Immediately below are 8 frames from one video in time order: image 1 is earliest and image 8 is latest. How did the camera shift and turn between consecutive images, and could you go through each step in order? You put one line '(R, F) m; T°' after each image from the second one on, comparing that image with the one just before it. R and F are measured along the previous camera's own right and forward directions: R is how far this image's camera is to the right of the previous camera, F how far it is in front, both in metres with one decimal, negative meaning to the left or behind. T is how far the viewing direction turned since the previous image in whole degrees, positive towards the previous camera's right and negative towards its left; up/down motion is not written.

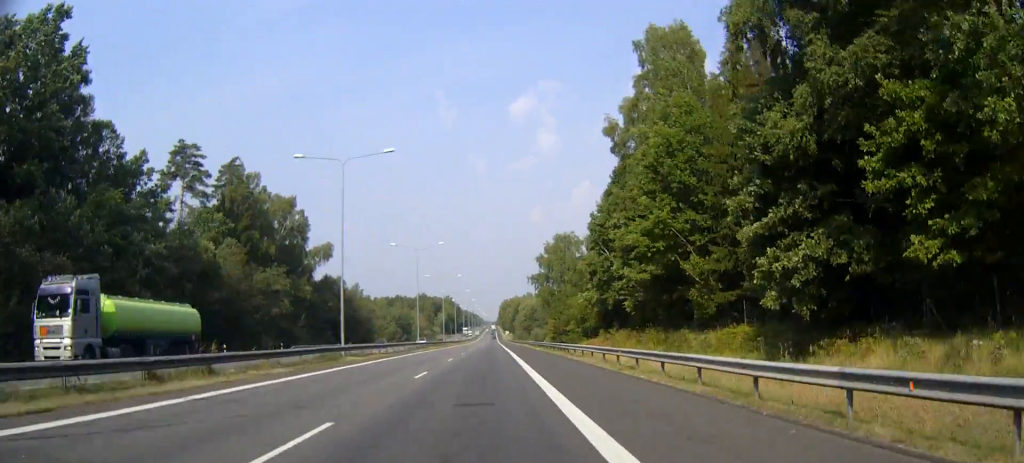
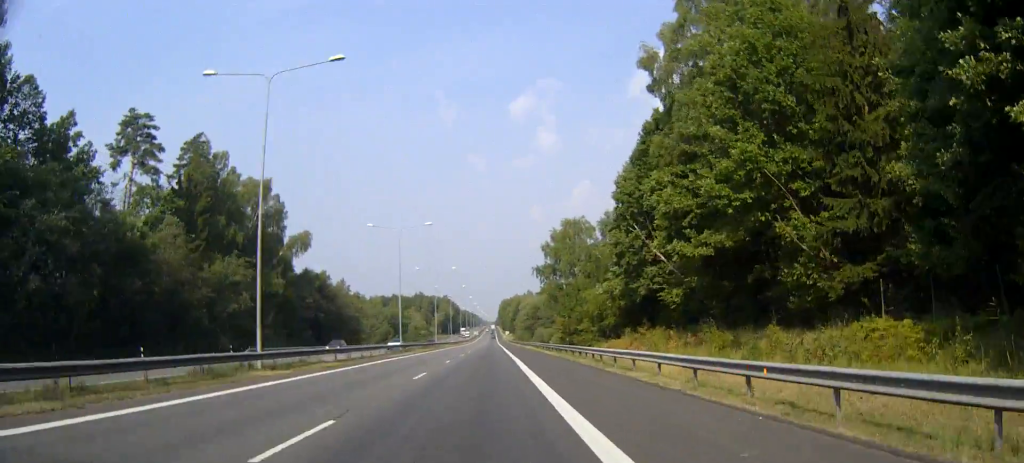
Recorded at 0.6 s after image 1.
(0.0, +15.6) m; 0°
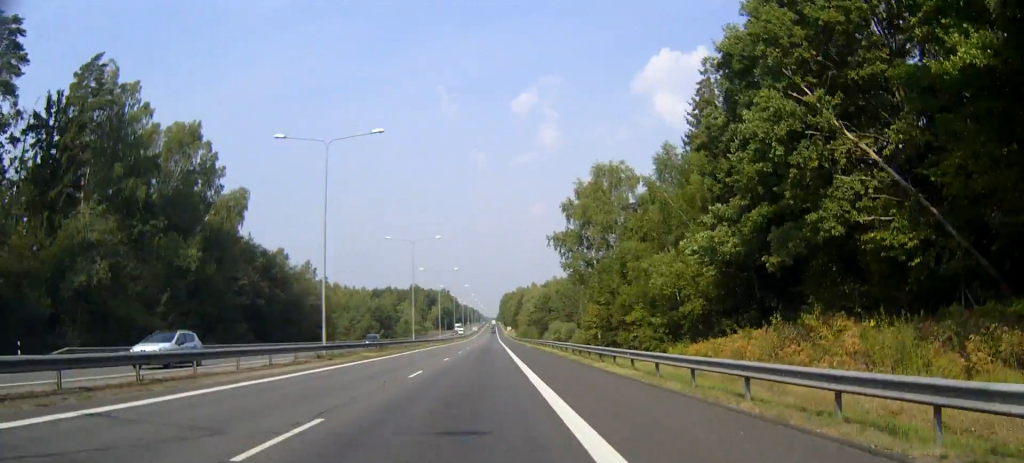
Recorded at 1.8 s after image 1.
(0.0, +32.1) m; 0°
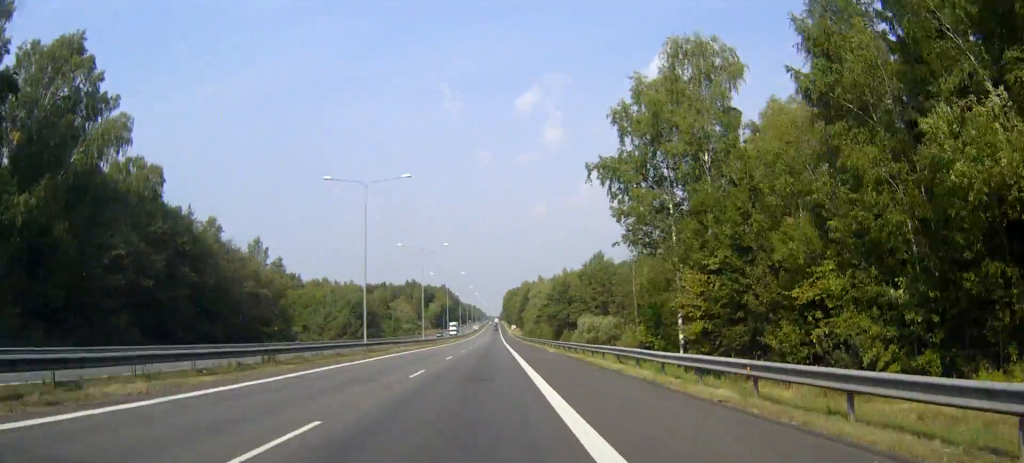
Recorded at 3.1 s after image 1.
(-0.1, +32.2) m; 0°
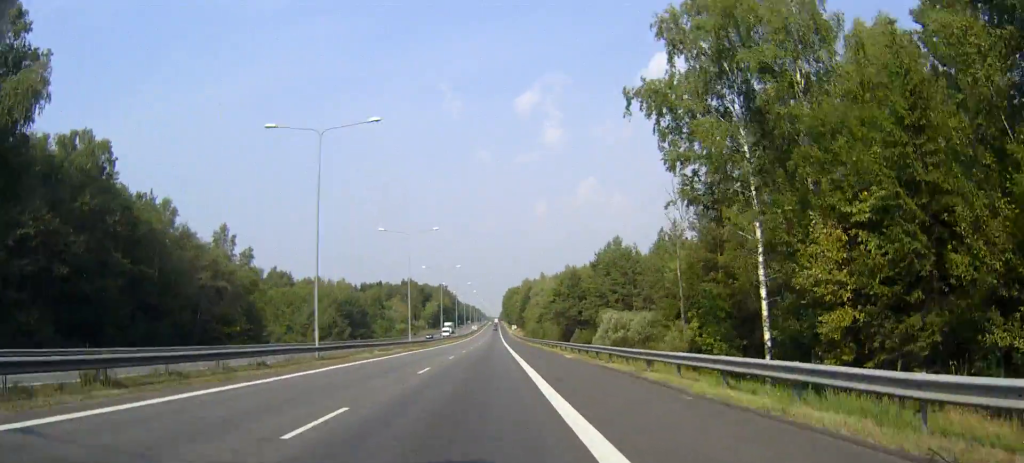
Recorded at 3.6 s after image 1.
(0.0, +13.9) m; 0°
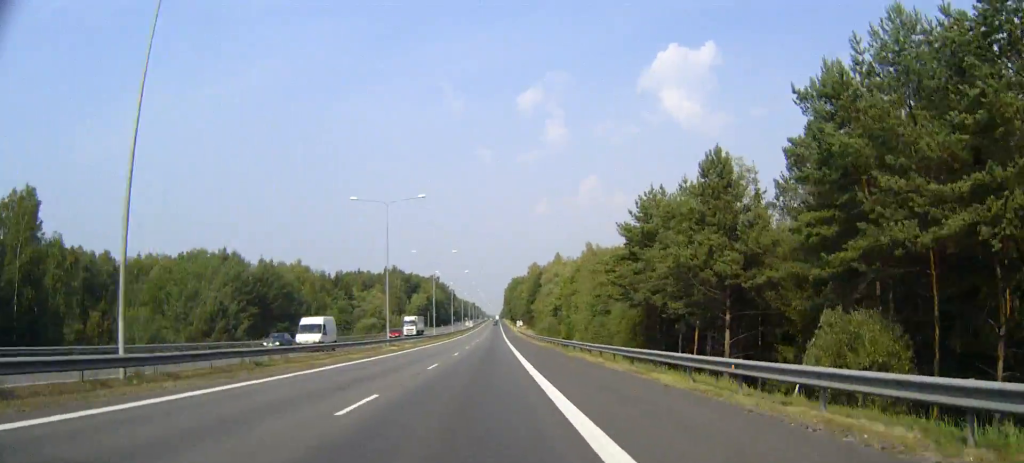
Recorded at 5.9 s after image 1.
(+0.1, +60.8) m; 0°
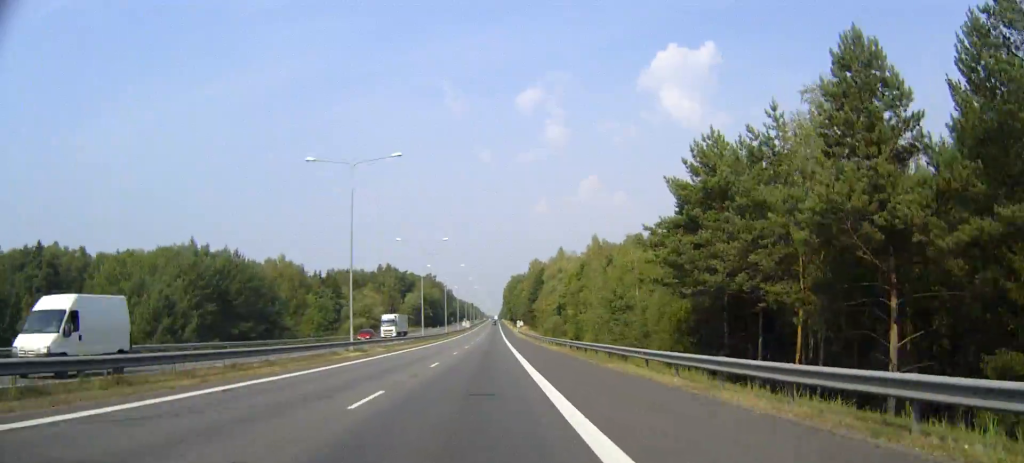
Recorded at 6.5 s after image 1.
(0.0, +14.8) m; 0°
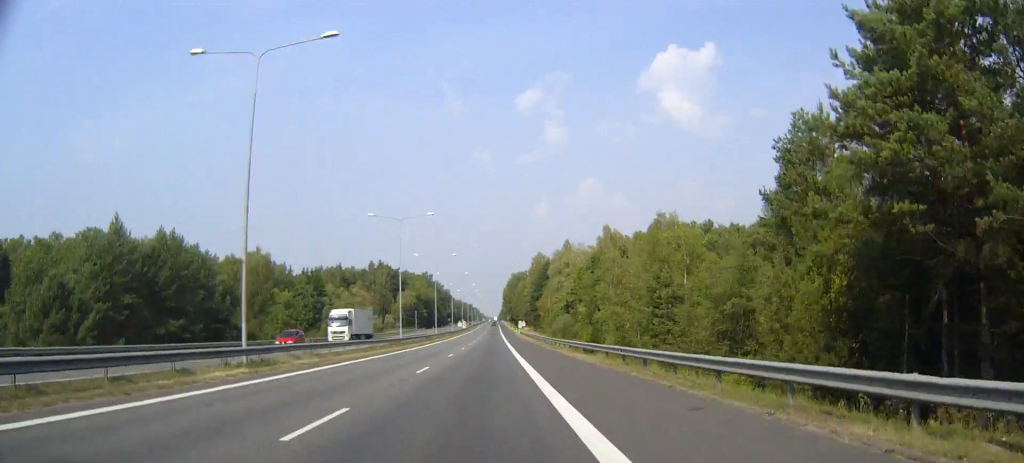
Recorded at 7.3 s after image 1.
(0.0, +19.9) m; 0°
